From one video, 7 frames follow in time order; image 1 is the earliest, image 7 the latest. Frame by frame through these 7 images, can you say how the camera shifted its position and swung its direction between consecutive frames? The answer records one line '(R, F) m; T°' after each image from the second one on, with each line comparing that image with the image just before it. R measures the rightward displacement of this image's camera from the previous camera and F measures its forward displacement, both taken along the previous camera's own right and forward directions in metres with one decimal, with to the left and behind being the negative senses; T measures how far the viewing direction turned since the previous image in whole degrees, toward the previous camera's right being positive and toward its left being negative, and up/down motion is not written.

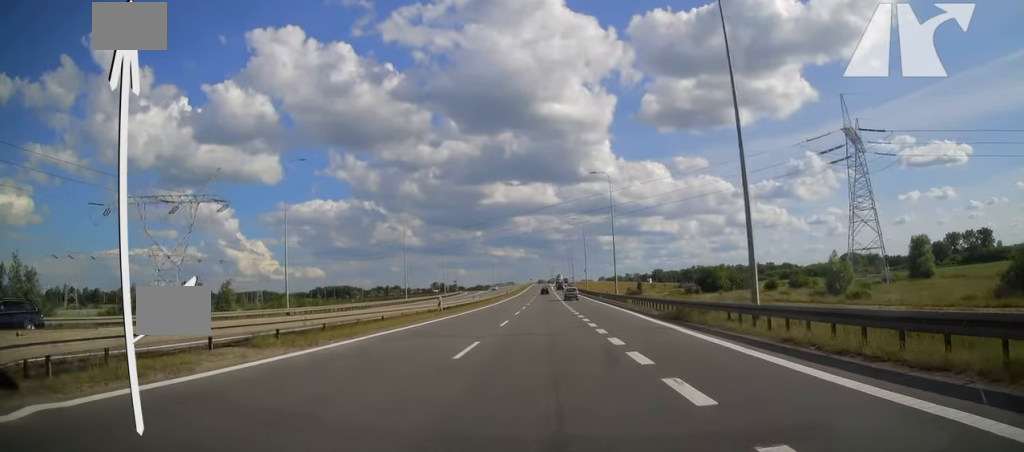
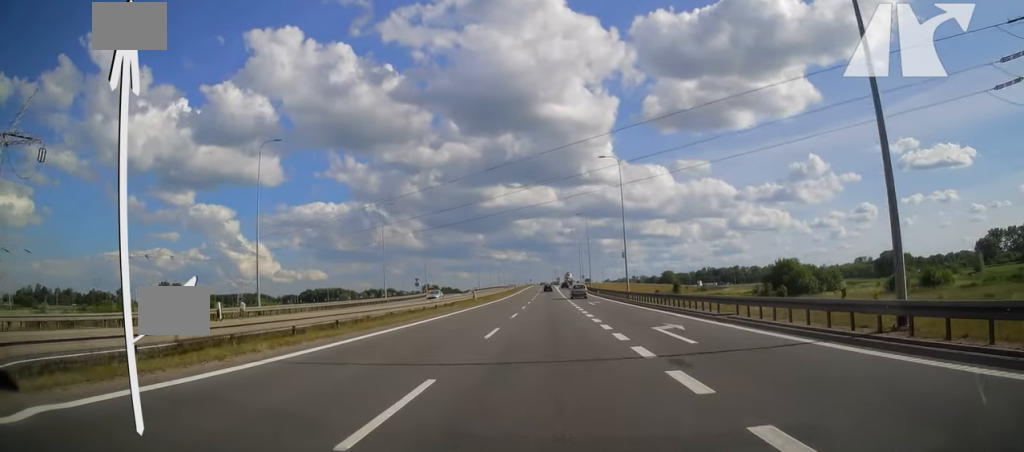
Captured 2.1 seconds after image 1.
(-0.1, +55.2) m; 0°
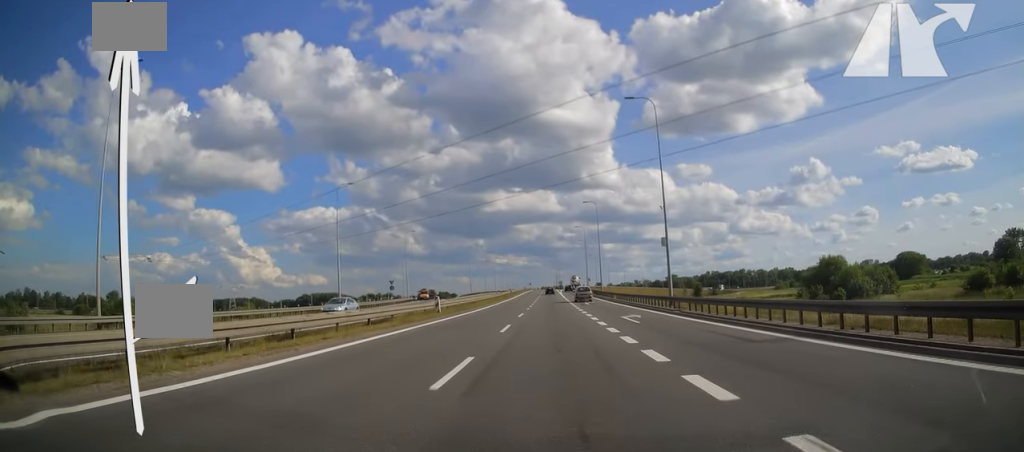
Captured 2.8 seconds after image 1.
(-0.1, +20.5) m; 0°
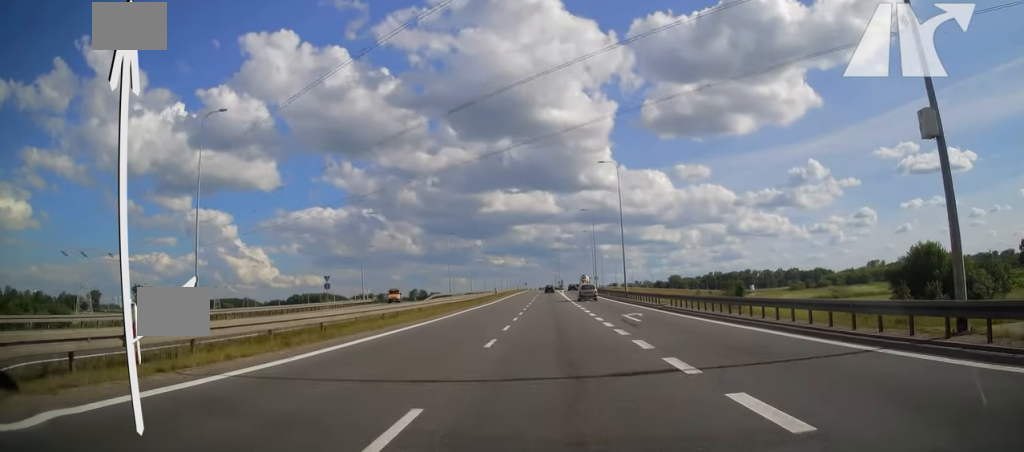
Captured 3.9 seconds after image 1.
(0.0, +29.8) m; 0°
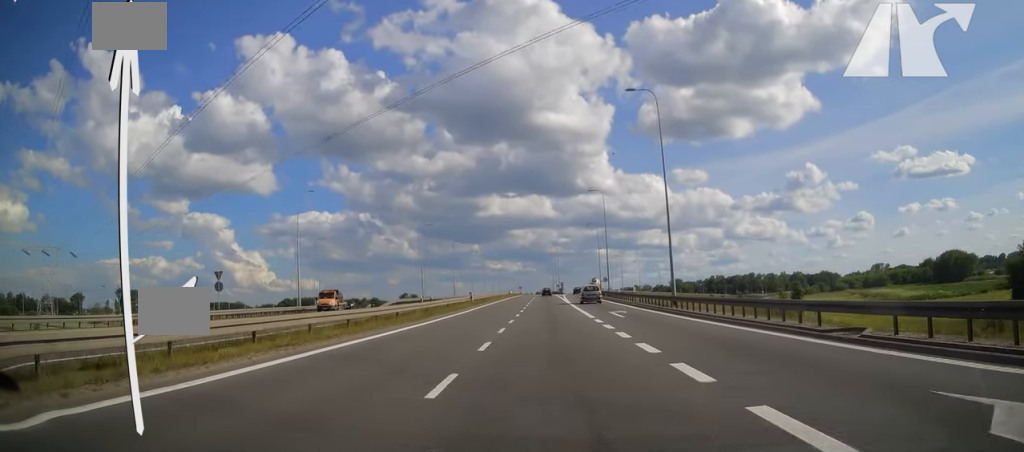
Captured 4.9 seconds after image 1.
(0.0, +24.7) m; 0°
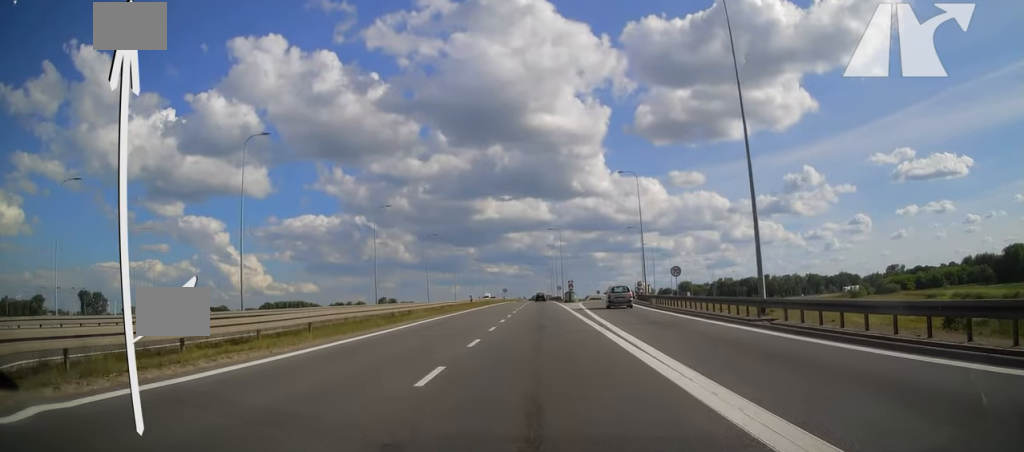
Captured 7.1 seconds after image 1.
(+0.2, +58.9) m; 0°
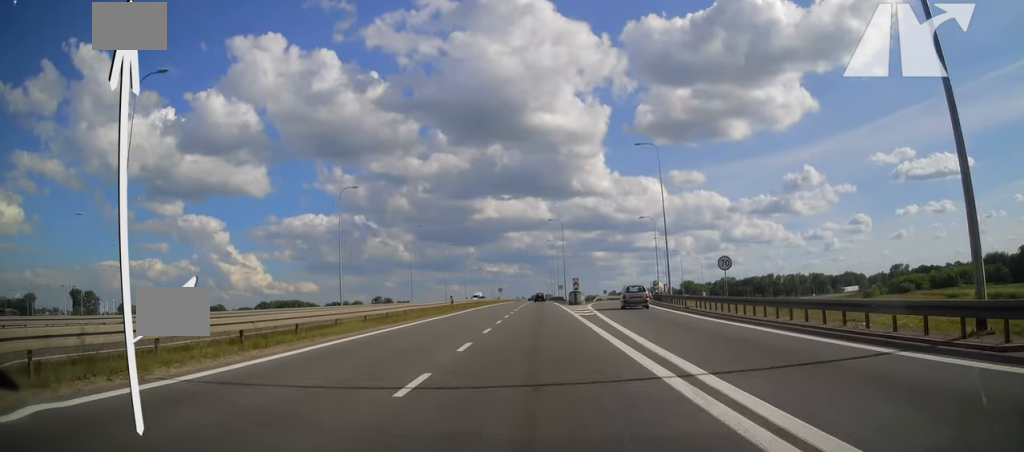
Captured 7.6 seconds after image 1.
(0.0, +12.9) m; 0°
